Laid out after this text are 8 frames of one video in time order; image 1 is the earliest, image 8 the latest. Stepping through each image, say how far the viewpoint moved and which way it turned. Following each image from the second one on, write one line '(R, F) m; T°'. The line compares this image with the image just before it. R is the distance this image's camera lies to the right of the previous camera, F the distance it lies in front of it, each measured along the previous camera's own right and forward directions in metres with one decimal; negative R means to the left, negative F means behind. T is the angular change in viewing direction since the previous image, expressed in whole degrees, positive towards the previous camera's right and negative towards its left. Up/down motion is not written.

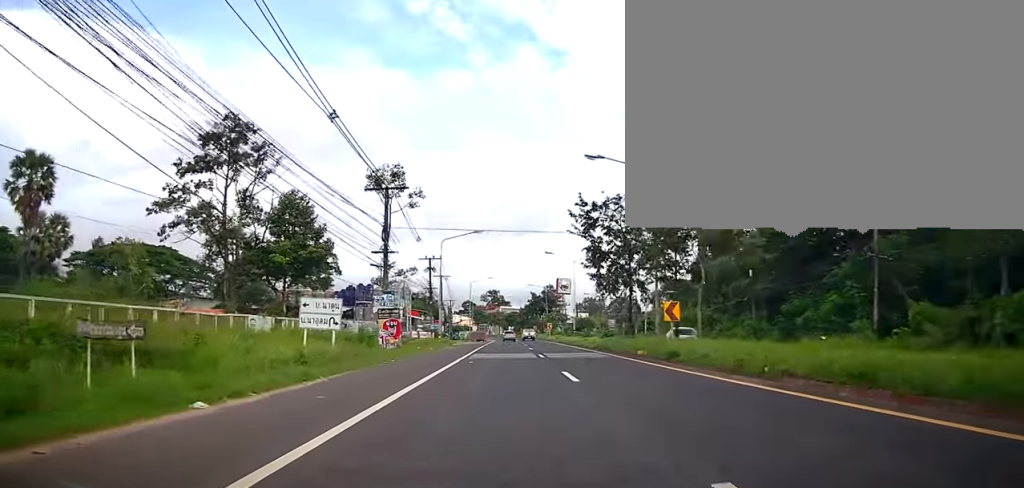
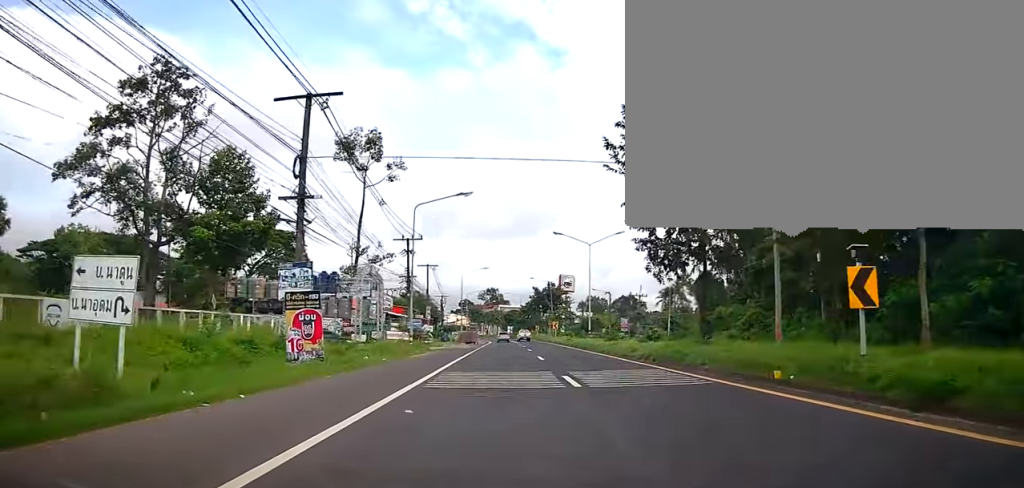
(0.0, +13.1) m; 0°
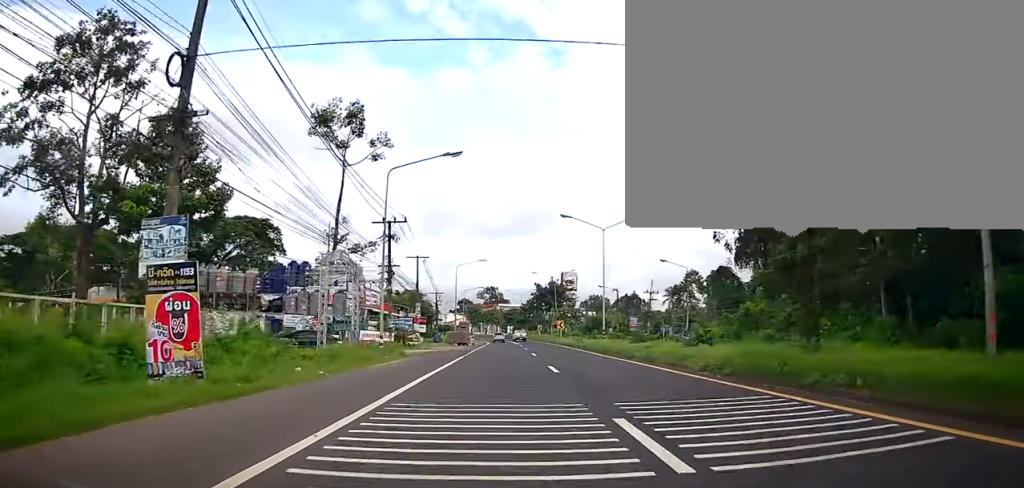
(0.0, +7.6) m; -1°
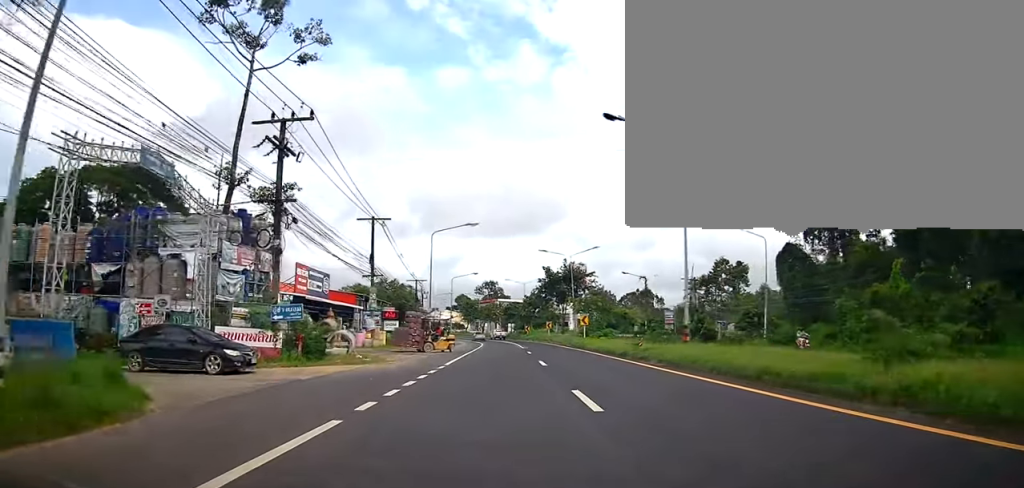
(-0.6, +20.4) m; -2°
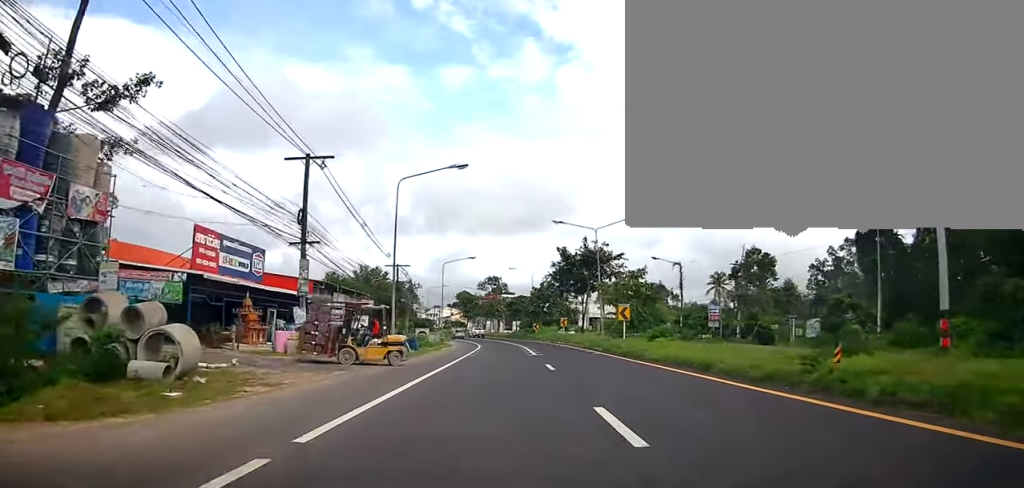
(0.0, +14.7) m; +1°
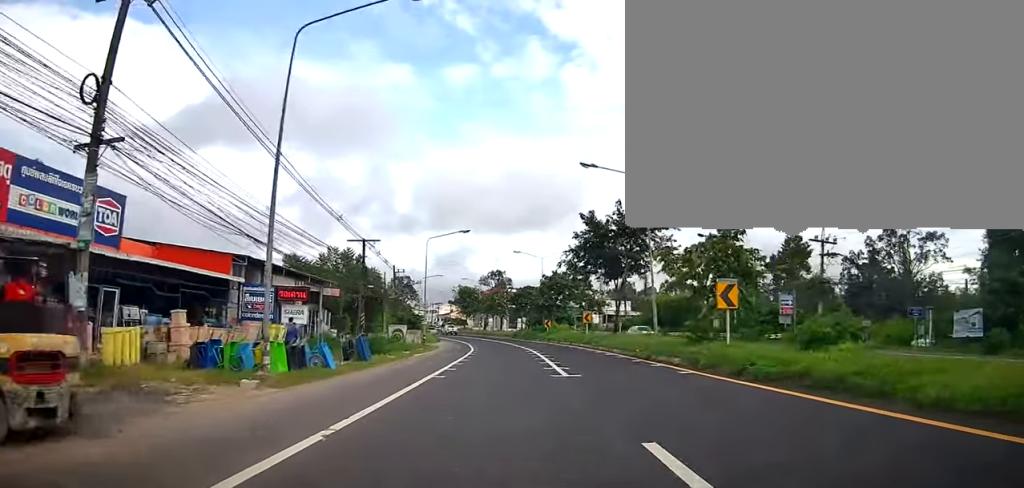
(+0.5, +15.0) m; +2°
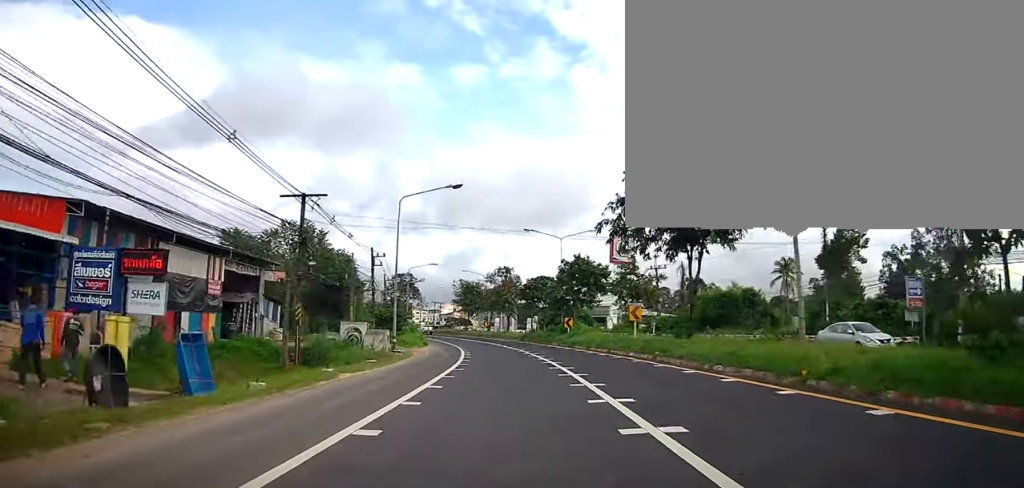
(0.0, +14.4) m; -1°
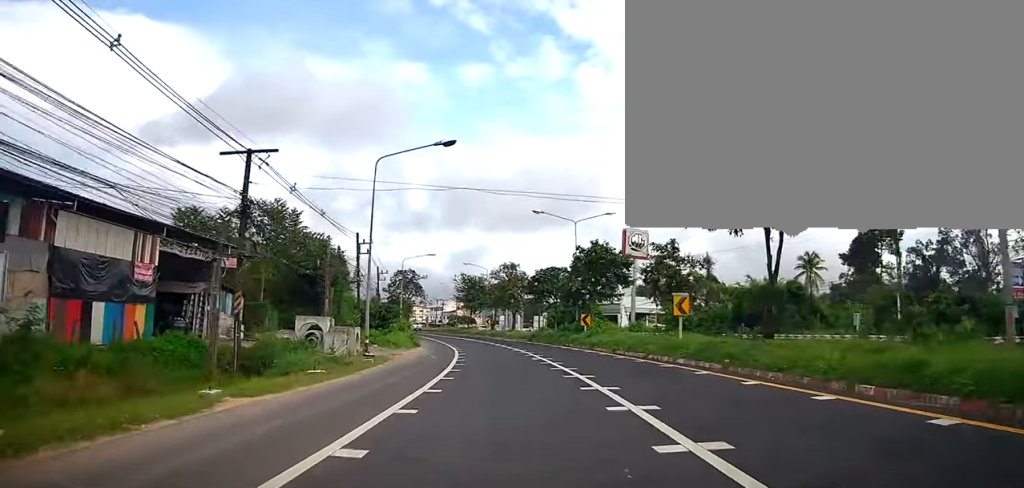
(+0.1, +7.1) m; -1°
